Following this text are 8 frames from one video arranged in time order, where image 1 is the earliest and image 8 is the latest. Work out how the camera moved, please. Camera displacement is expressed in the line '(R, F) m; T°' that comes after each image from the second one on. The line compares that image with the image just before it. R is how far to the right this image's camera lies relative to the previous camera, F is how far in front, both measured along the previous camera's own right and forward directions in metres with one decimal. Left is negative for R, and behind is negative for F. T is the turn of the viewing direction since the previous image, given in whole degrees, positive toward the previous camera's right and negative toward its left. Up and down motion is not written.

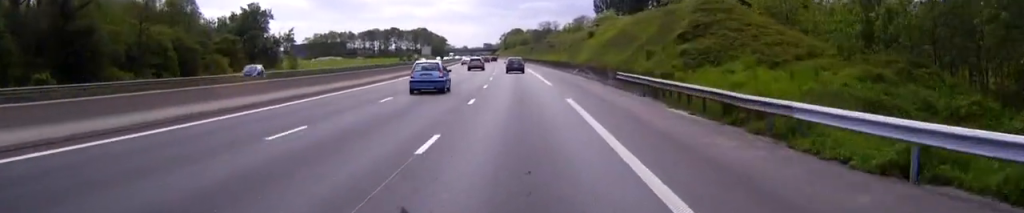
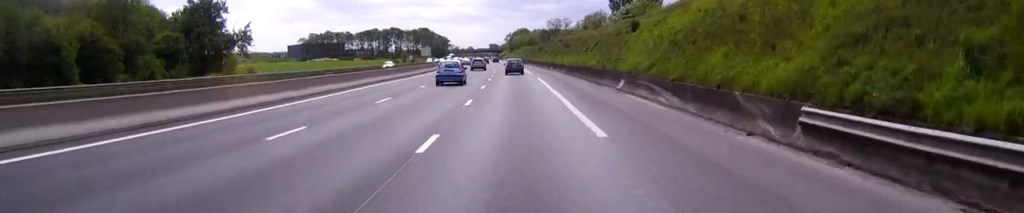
(-0.1, +25.7) m; 0°
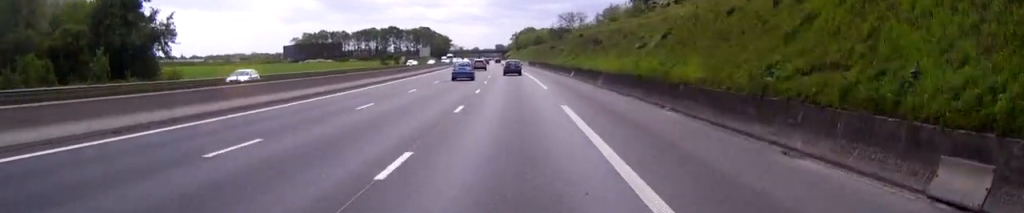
(0.0, +29.0) m; 0°
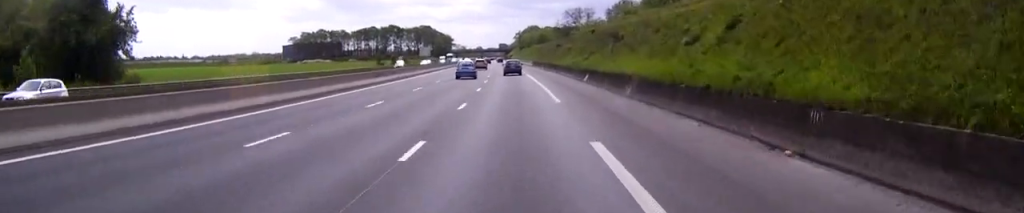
(0.0, +10.7) m; 0°
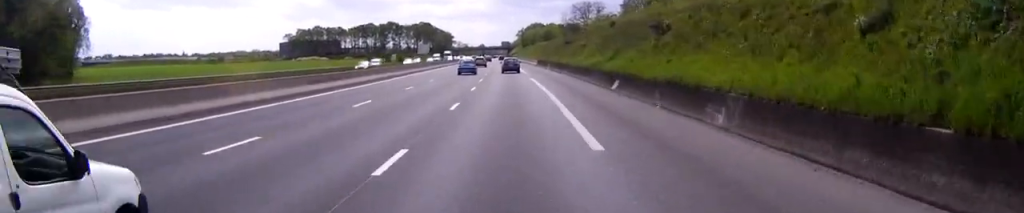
(0.0, +14.8) m; 0°
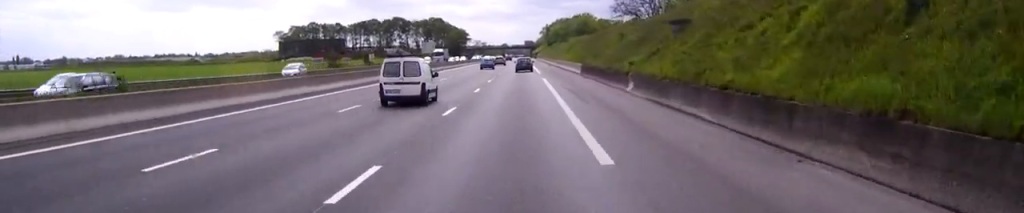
(-0.7, +53.9) m; -2°
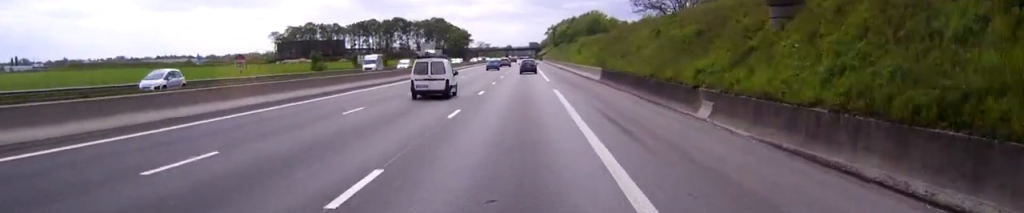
(-0.1, +13.1) m; 0°
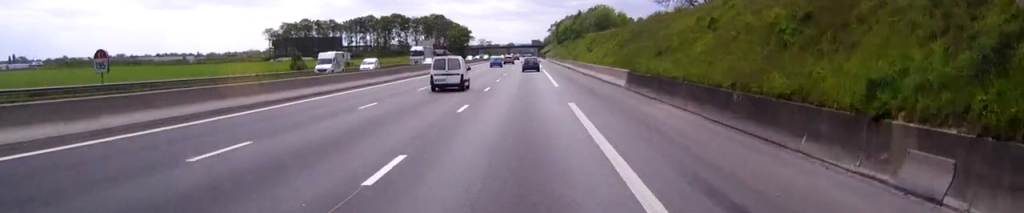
(0.0, +11.4) m; 0°
